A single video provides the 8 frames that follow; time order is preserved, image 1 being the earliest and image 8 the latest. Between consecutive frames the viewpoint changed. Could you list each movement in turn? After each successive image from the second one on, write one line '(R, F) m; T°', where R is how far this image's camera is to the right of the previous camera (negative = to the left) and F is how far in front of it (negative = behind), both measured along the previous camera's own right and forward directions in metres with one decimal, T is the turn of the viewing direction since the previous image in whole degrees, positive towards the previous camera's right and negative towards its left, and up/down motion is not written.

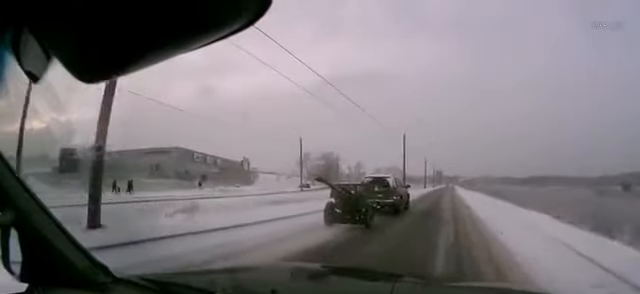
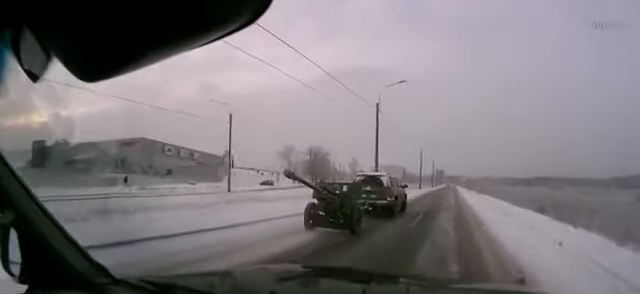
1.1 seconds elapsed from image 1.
(+0.1, +15.8) m; +2°
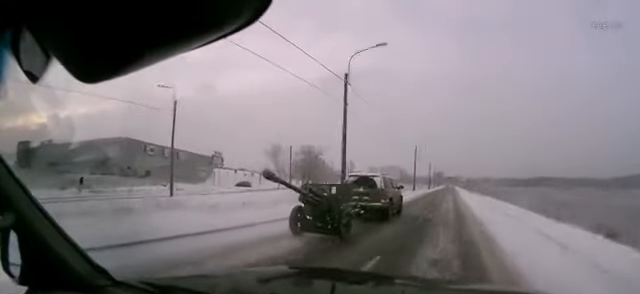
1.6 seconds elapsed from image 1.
(+0.2, +7.4) m; 0°
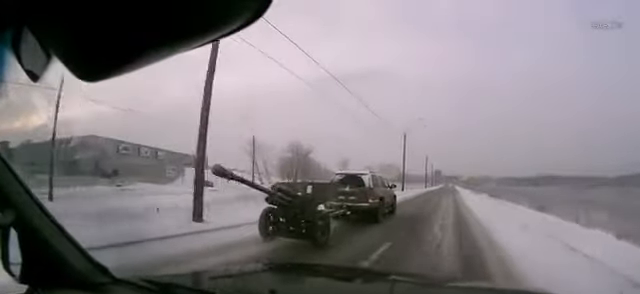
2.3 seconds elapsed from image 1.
(+0.3, +10.9) m; 0°
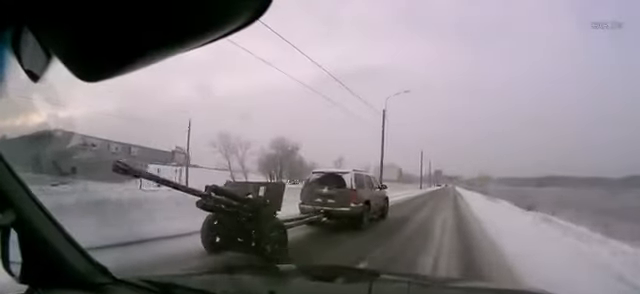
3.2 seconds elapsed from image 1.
(-0.4, +13.0) m; -2°
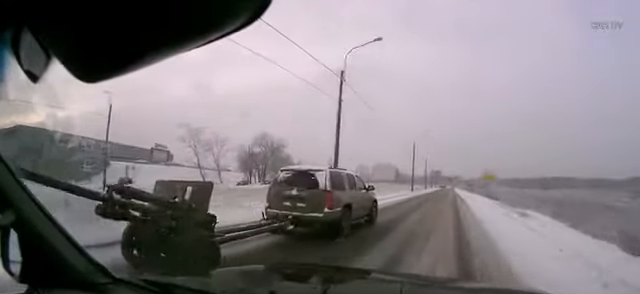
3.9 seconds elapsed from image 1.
(0.0, +10.4) m; +1°
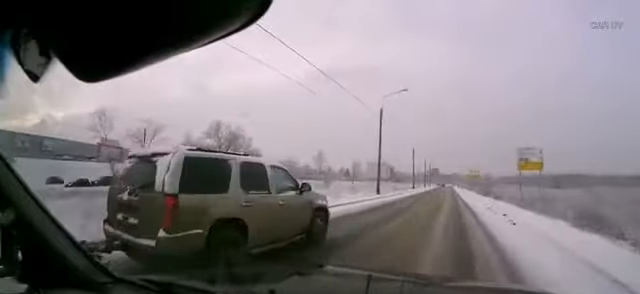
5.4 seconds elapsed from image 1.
(+0.5, +22.3) m; 0°
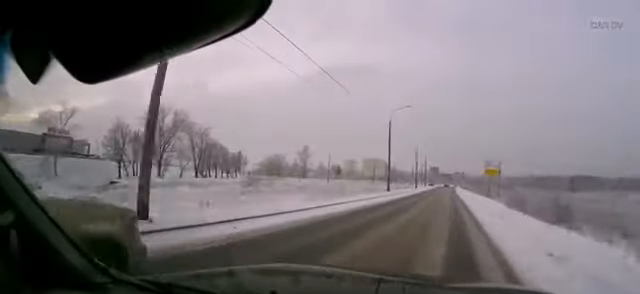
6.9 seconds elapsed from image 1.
(-0.8, +21.0) m; -2°
